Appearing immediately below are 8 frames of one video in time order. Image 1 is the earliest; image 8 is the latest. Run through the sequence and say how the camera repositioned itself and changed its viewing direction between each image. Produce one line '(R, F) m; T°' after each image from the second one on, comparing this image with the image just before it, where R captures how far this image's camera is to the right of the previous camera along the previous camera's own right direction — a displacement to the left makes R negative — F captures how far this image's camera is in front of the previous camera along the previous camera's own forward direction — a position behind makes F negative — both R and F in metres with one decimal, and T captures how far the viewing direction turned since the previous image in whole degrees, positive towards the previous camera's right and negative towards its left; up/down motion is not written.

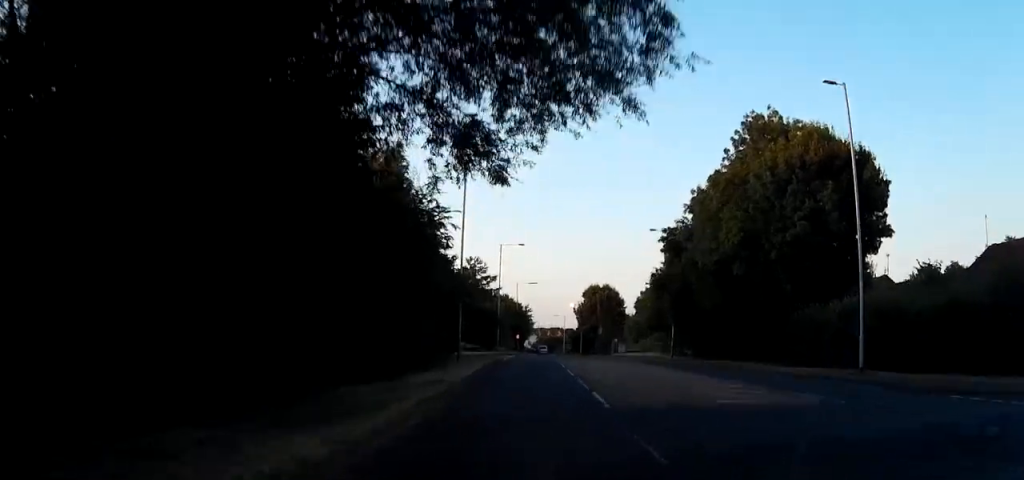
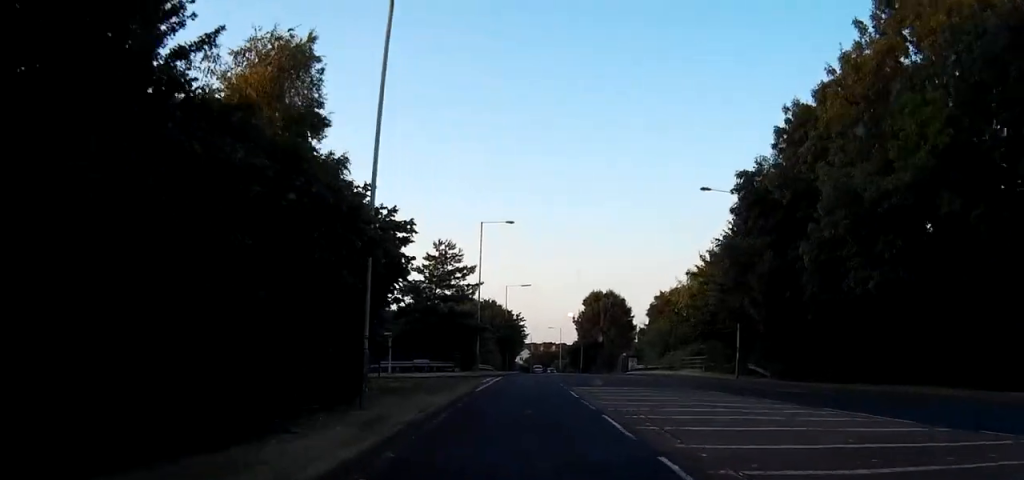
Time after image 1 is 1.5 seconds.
(-0.3, +20.3) m; 0°
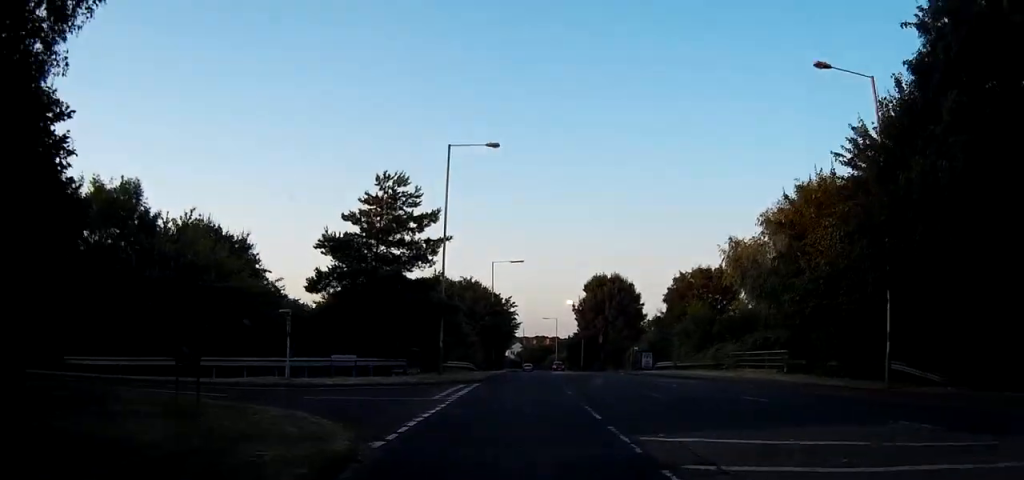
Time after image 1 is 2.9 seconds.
(+0.2, +18.1) m; +1°
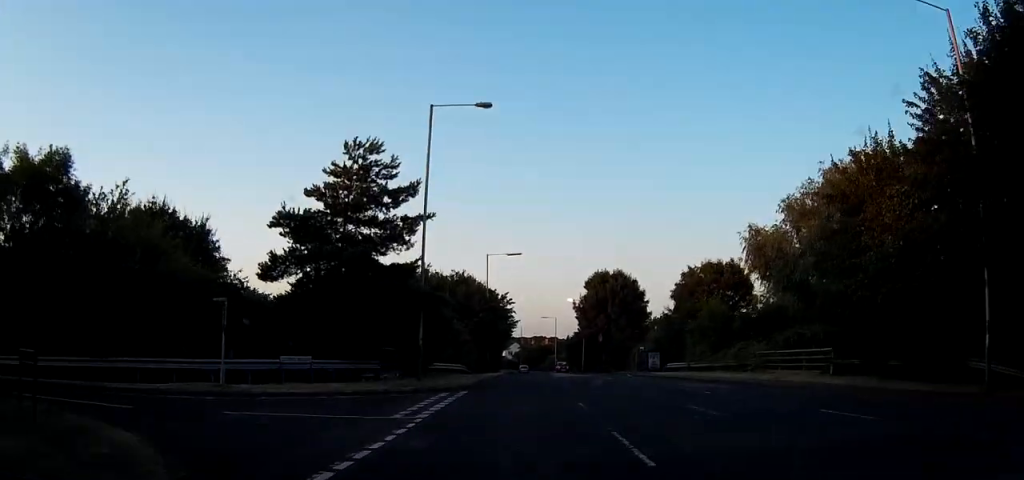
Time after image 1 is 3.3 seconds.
(0.0, +5.8) m; 0°
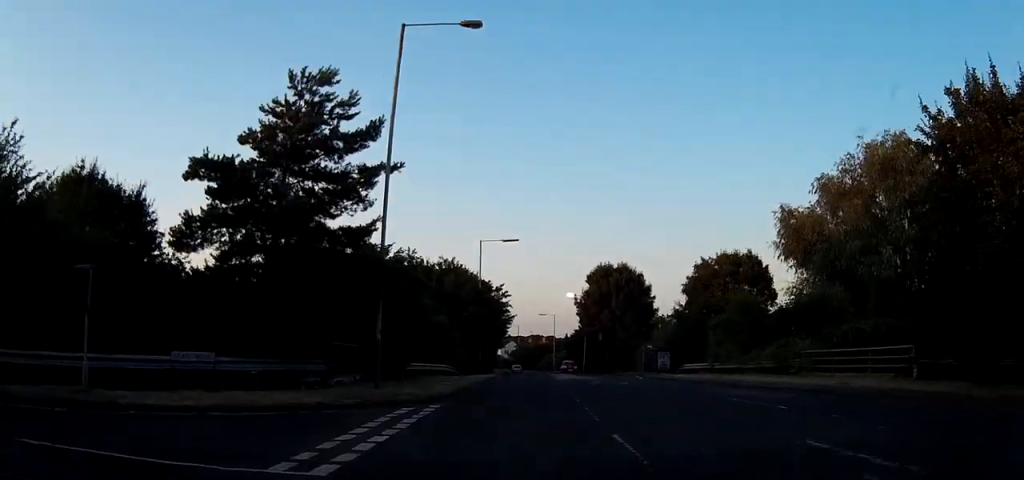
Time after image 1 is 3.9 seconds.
(0.0, +7.1) m; 0°
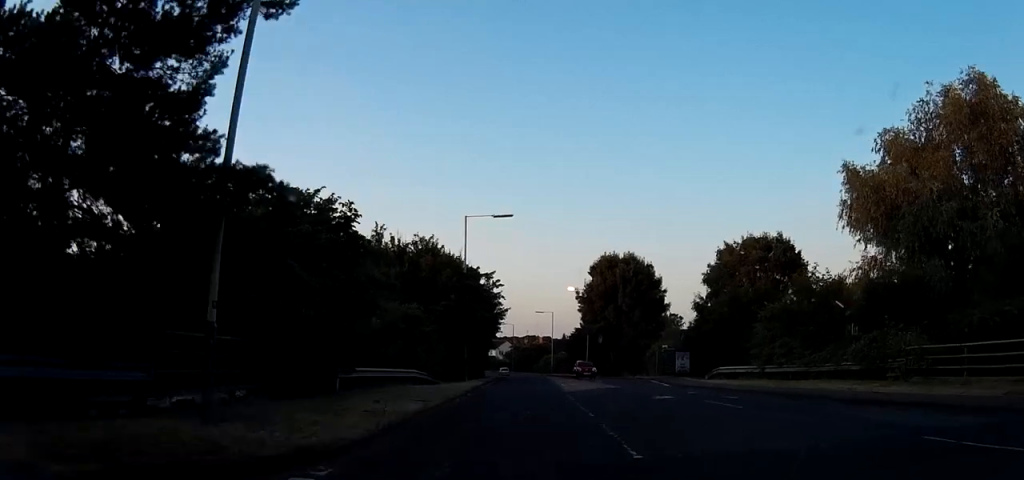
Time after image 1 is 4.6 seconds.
(0.0, +10.3) m; 0°
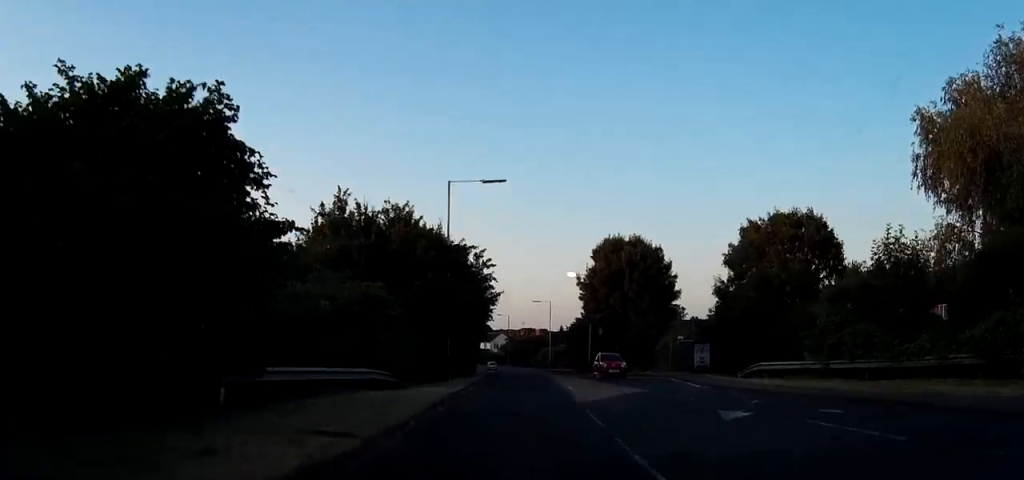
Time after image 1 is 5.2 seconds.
(0.0, +8.1) m; 0°
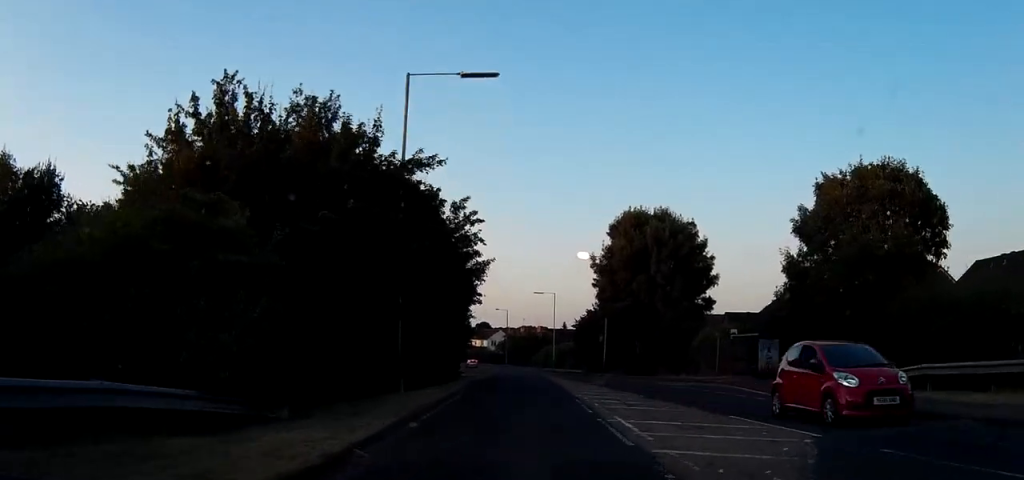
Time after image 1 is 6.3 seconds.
(0.0, +15.0) m; 0°
